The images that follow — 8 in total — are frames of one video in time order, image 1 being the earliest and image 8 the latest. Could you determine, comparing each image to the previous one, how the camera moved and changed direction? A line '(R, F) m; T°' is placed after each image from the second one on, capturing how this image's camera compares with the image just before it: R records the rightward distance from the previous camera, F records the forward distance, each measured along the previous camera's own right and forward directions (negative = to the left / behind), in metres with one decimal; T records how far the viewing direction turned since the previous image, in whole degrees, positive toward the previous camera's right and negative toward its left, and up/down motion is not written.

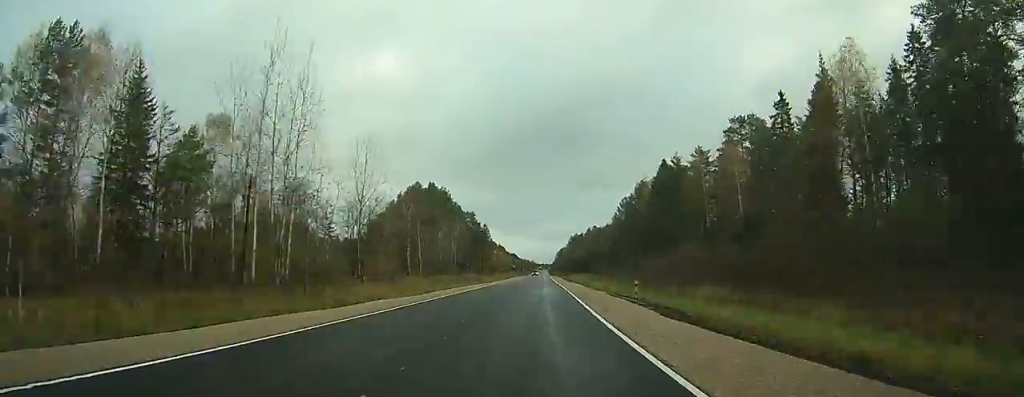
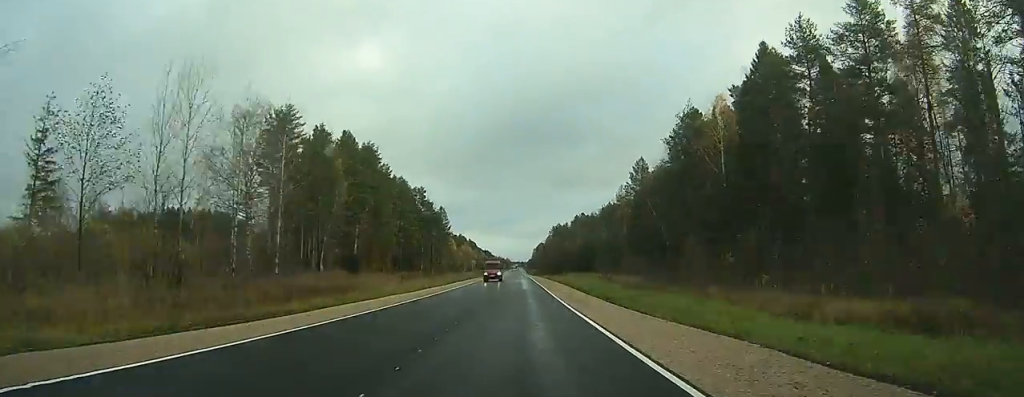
(+2.3, +62.5) m; +3°
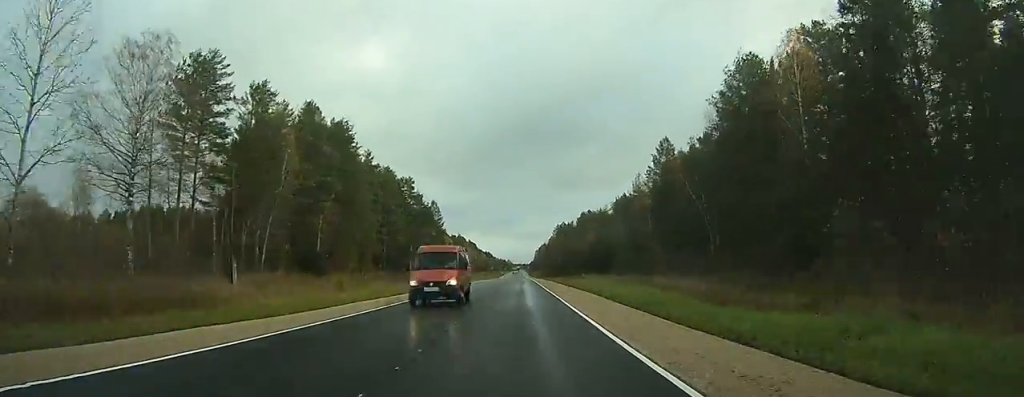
(+0.2, +20.2) m; 0°
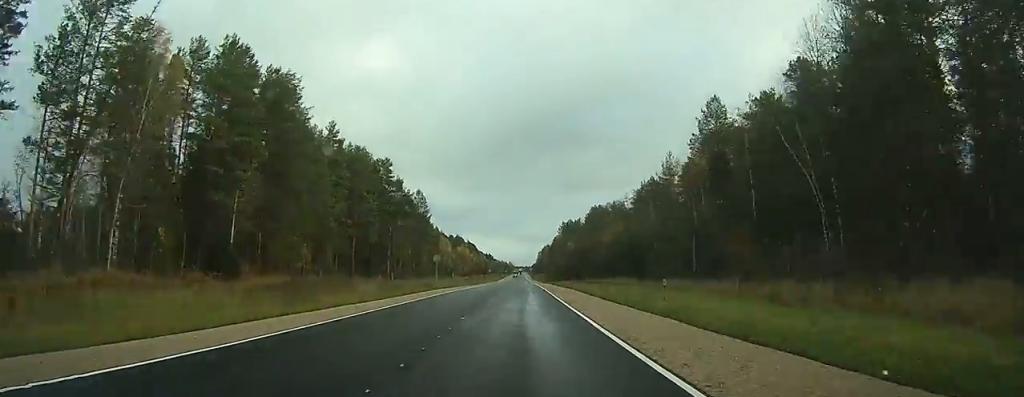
(+0.1, +26.6) m; 0°
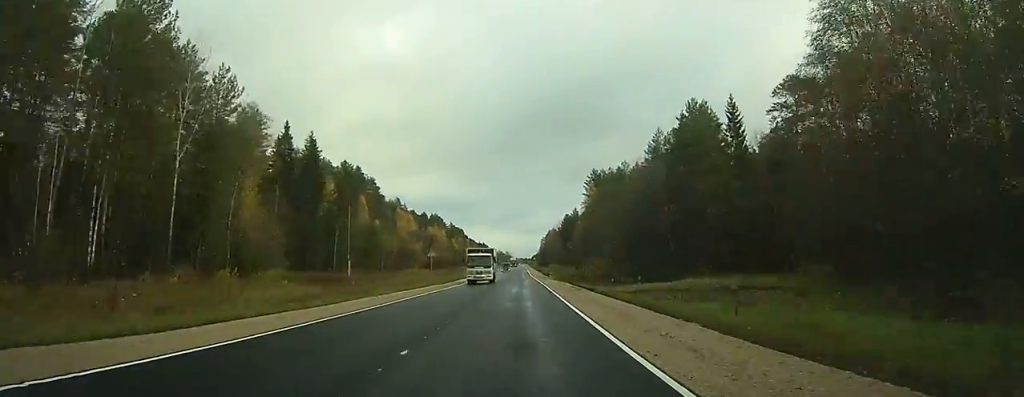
(0.0, +107.0) m; 0°
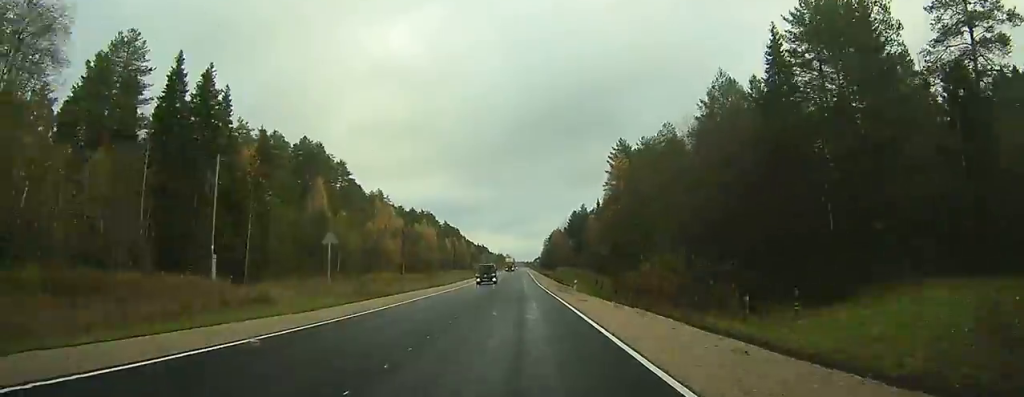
(+0.1, +33.8) m; 0°
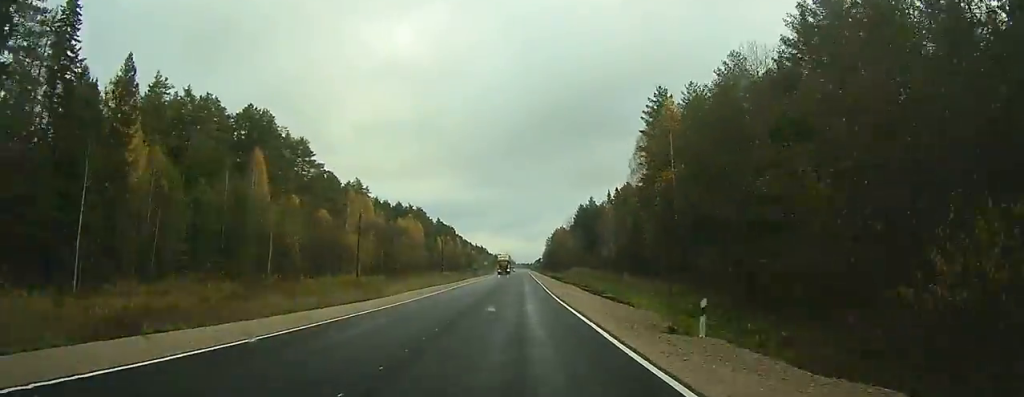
(0.0, +28.9) m; 0°
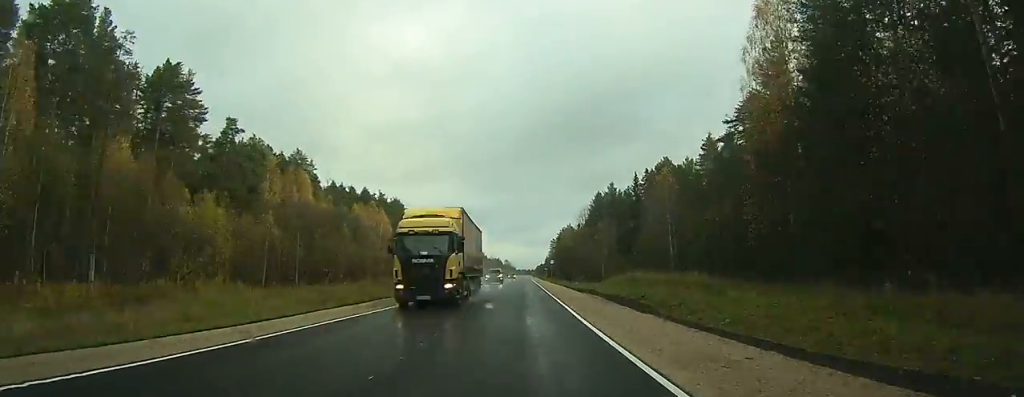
(-0.1, +49.7) m; 0°
